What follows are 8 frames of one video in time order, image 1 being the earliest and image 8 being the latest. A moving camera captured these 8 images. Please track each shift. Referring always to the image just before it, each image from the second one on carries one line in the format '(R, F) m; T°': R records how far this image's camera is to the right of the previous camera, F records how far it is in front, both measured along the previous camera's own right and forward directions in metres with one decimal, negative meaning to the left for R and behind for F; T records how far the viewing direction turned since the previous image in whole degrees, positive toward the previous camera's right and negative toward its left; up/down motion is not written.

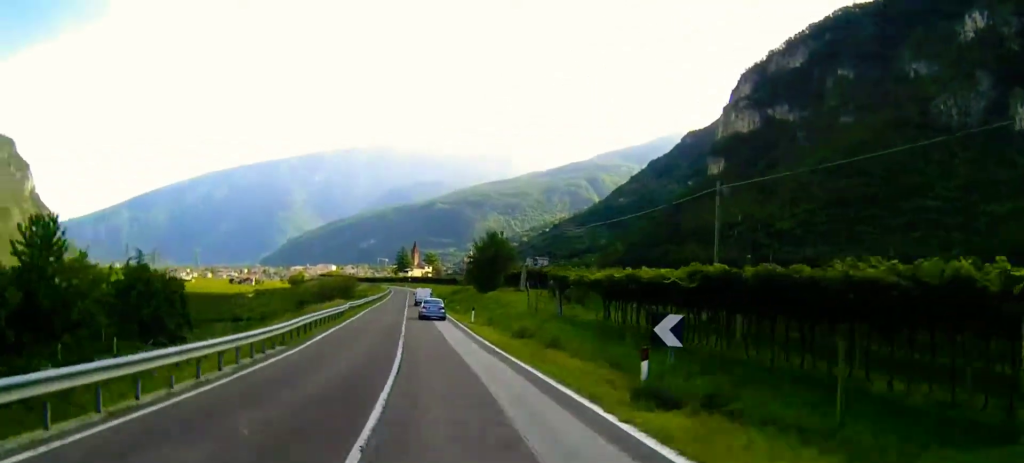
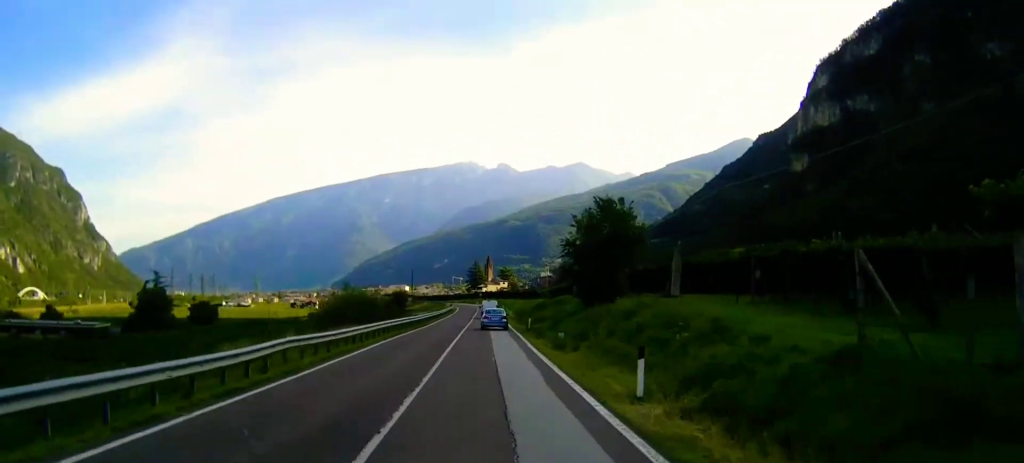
(-2.3, +33.0) m; -6°
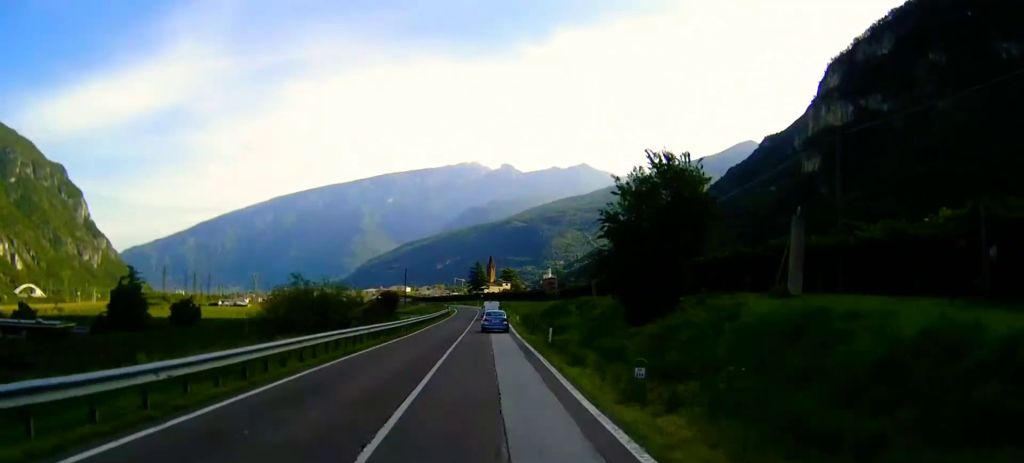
(-0.2, +14.9) m; -1°
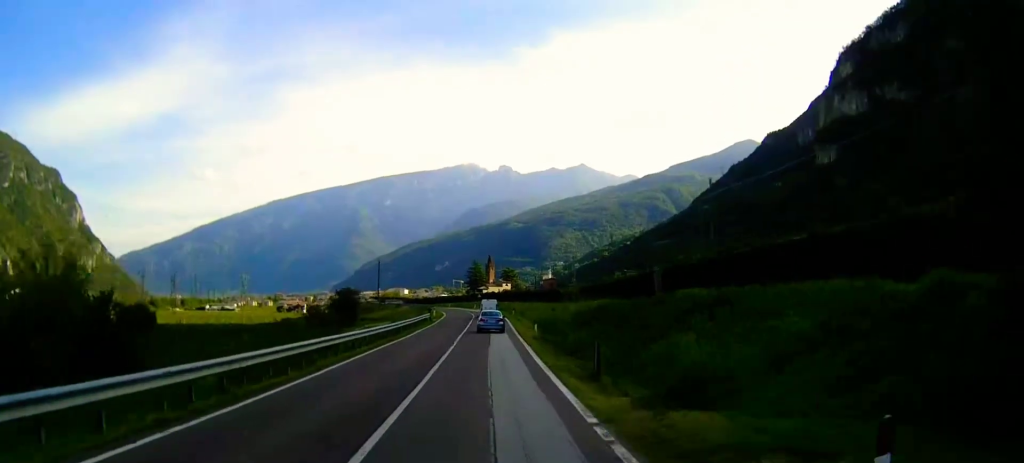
(0.0, +28.4) m; 0°
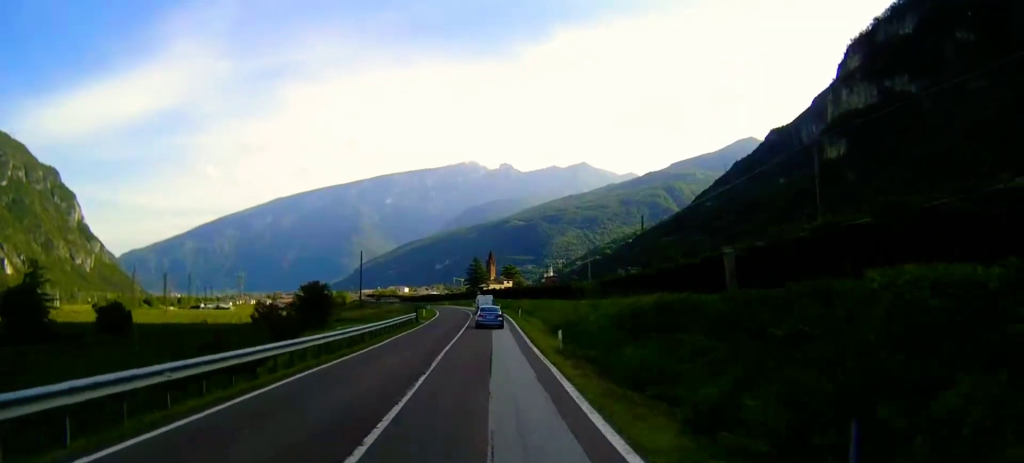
(0.0, +13.7) m; 0°
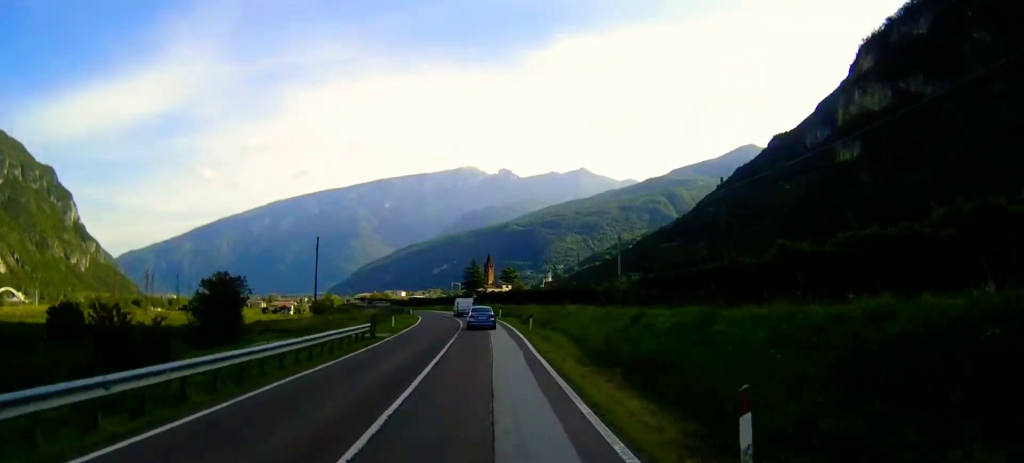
(-0.1, +20.3) m; 0°
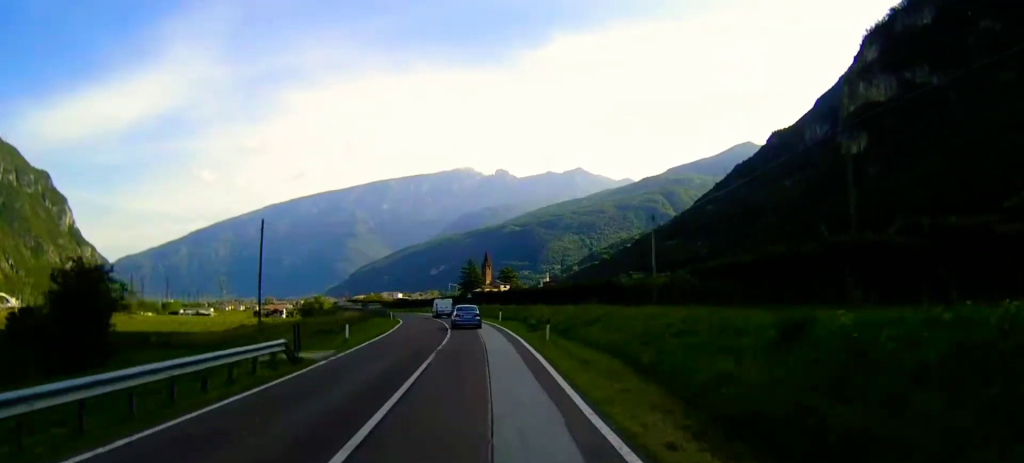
(0.0, +14.5) m; 0°
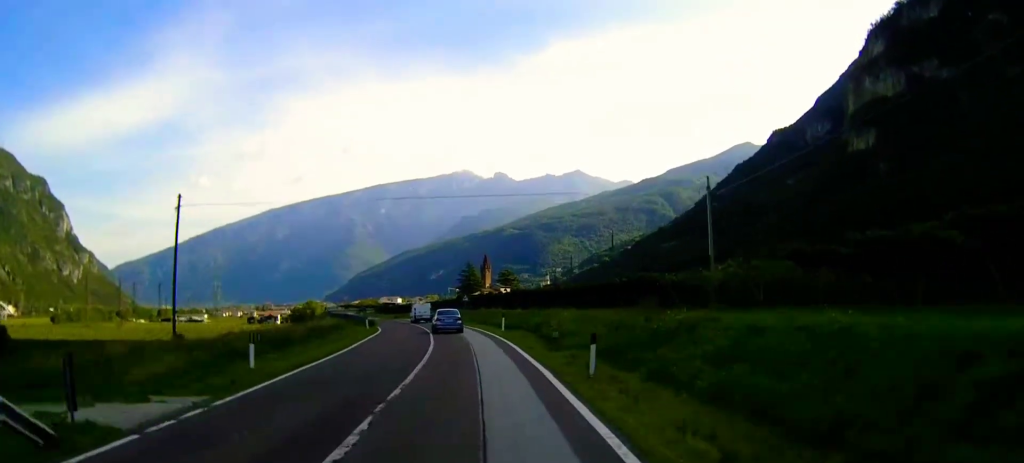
(0.0, +13.3) m; 0°
